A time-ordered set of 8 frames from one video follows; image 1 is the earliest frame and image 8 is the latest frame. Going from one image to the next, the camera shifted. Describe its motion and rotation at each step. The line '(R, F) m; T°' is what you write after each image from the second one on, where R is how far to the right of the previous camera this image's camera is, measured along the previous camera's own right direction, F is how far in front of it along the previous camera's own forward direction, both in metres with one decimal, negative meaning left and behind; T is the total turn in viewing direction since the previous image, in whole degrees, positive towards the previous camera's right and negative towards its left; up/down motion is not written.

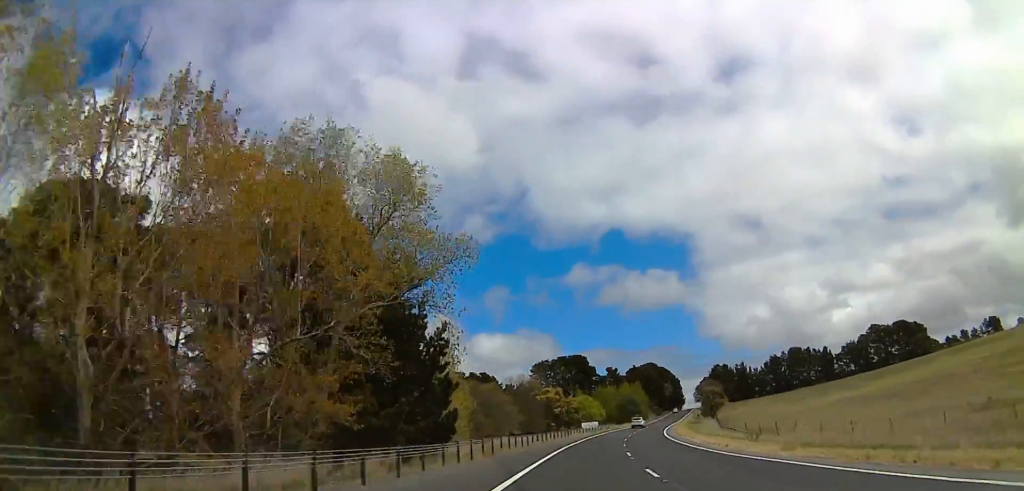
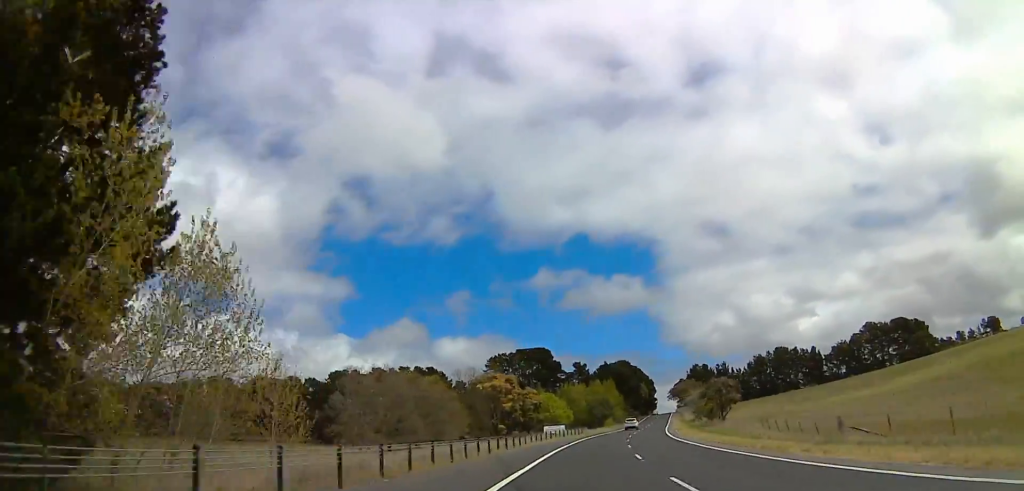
(+2.1, +28.4) m; +9°
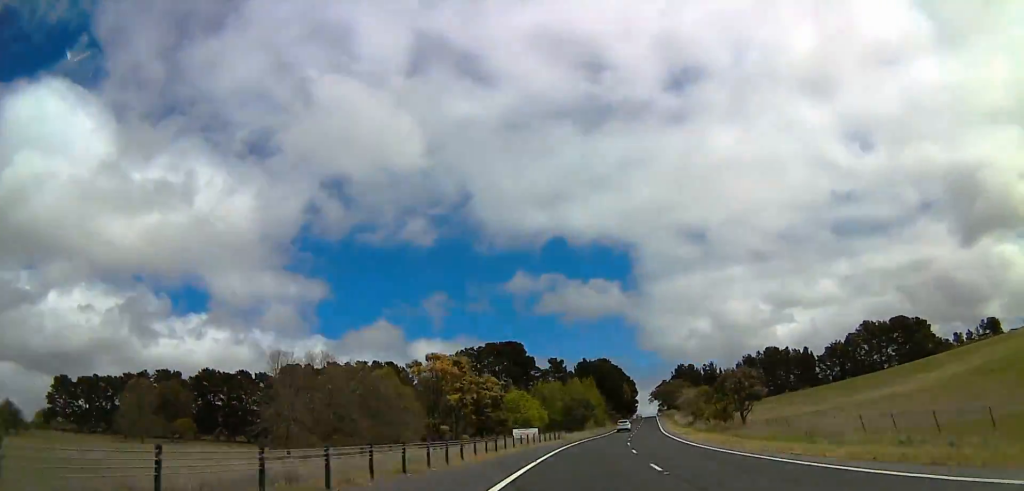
(+1.4, +18.0) m; +3°
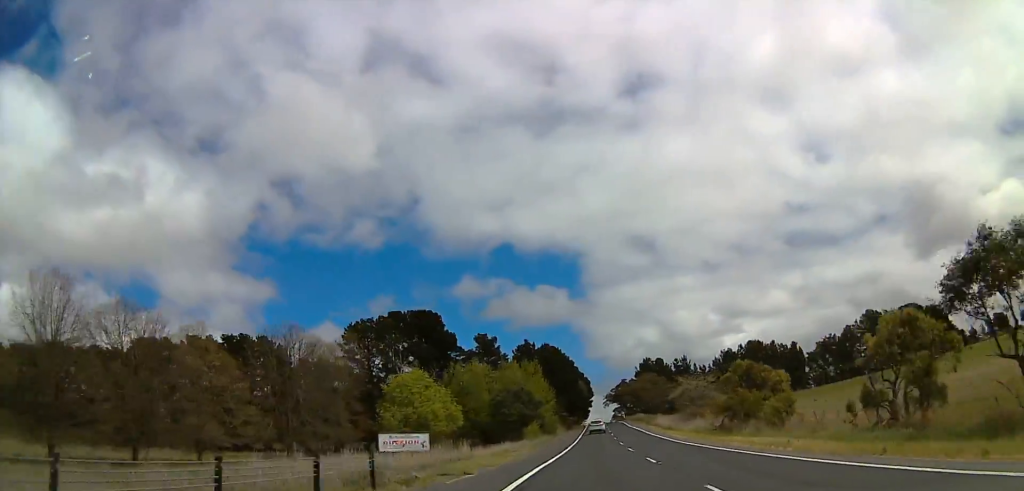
(+1.2, +44.6) m; +2°
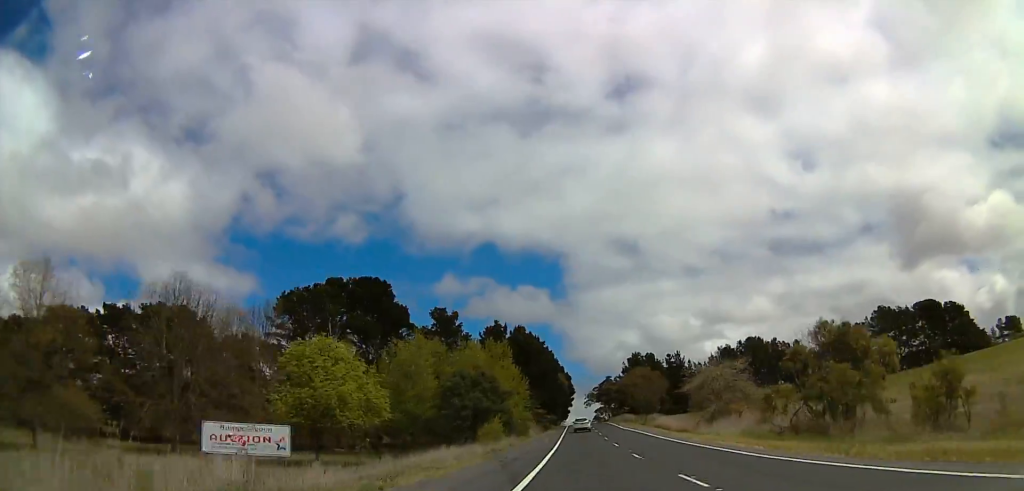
(0.0, +21.2) m; +1°
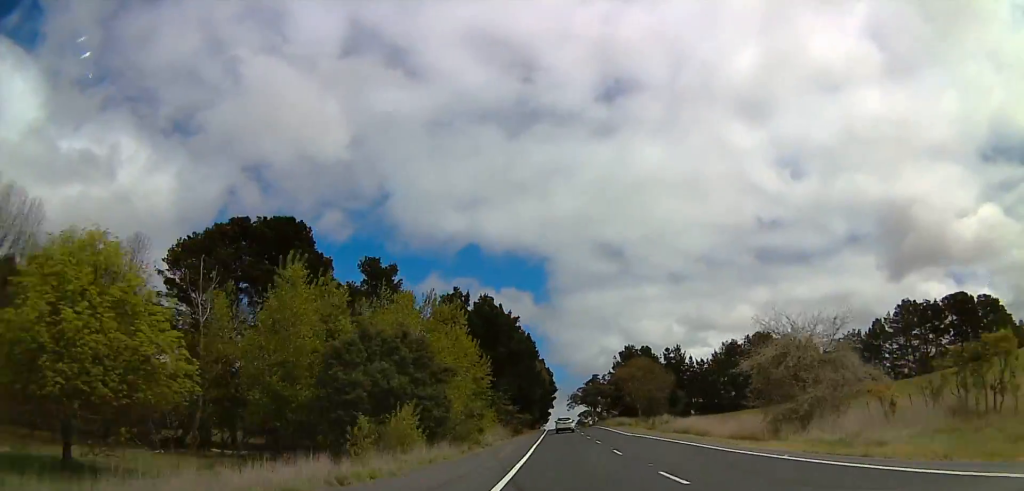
(+0.2, +24.2) m; +2°
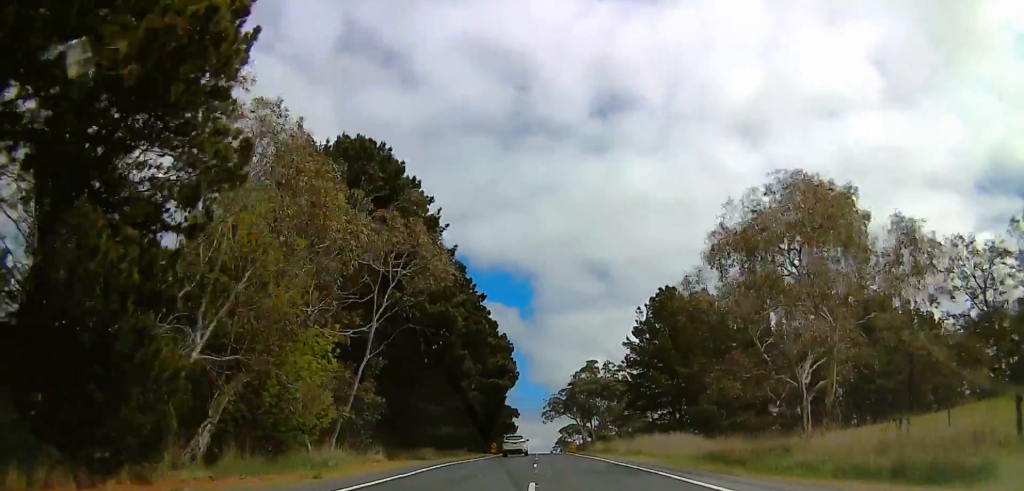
(+4.3, +72.5) m; +5°
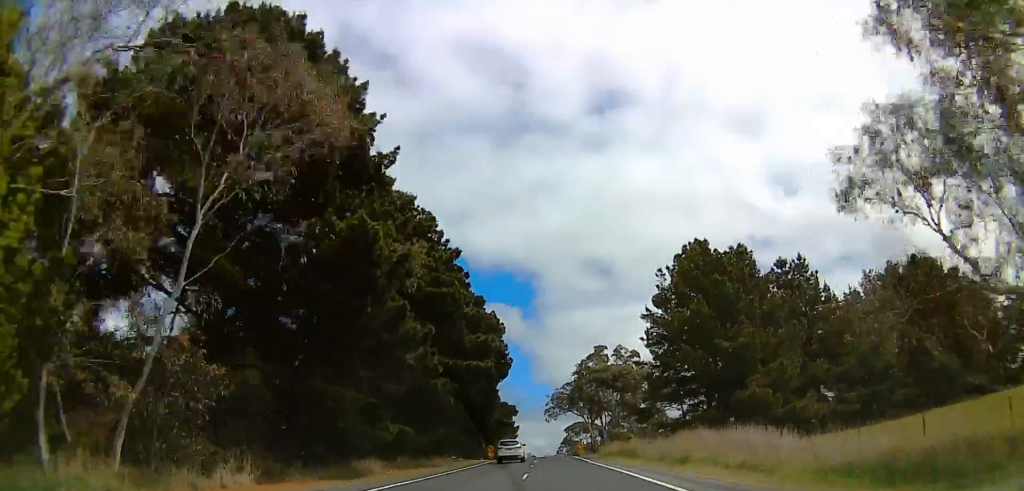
(0.0, +14.8) m; -1°
